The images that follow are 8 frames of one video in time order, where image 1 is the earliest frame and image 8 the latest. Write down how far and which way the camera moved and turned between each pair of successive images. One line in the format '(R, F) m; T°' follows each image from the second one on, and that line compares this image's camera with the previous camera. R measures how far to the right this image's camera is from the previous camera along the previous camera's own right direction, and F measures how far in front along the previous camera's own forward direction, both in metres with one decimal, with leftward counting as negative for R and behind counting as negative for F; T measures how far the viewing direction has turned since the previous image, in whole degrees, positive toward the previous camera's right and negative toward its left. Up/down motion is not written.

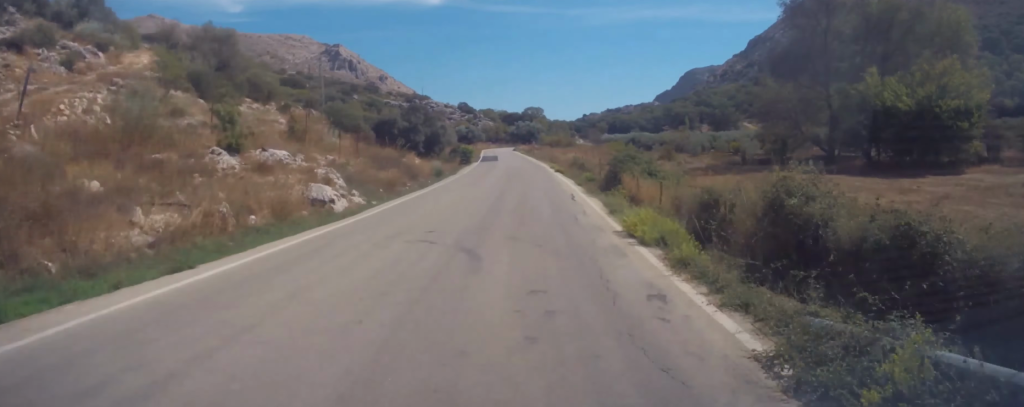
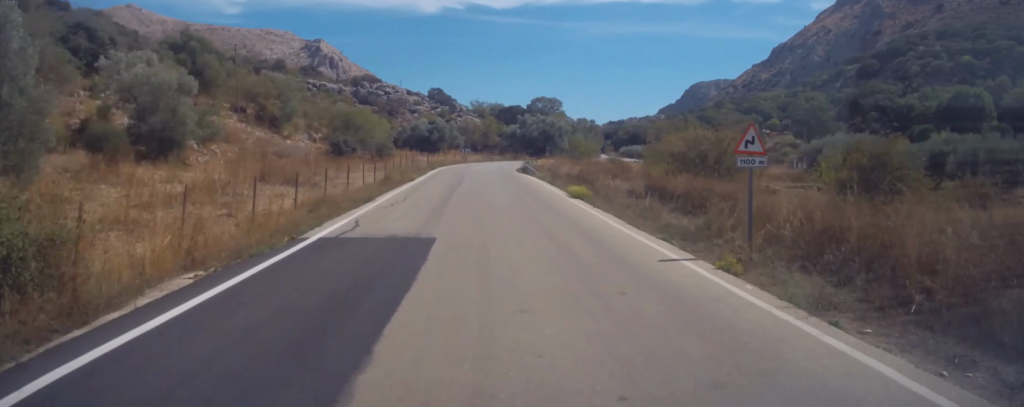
(-0.5, +84.6) m; +5°
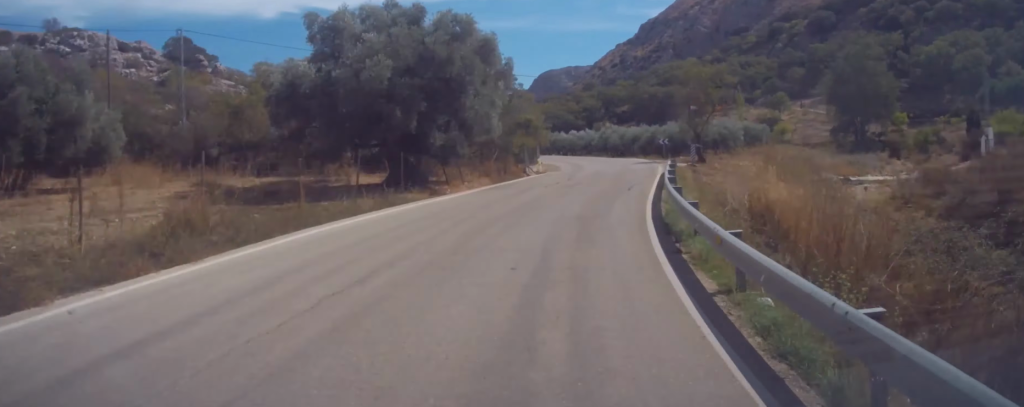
(+9.0, +74.8) m; +3°
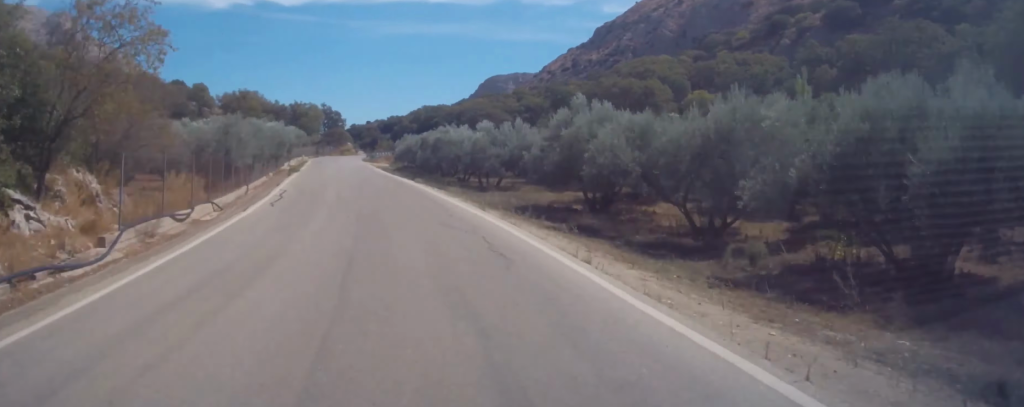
(+5.6, +63.4) m; +2°
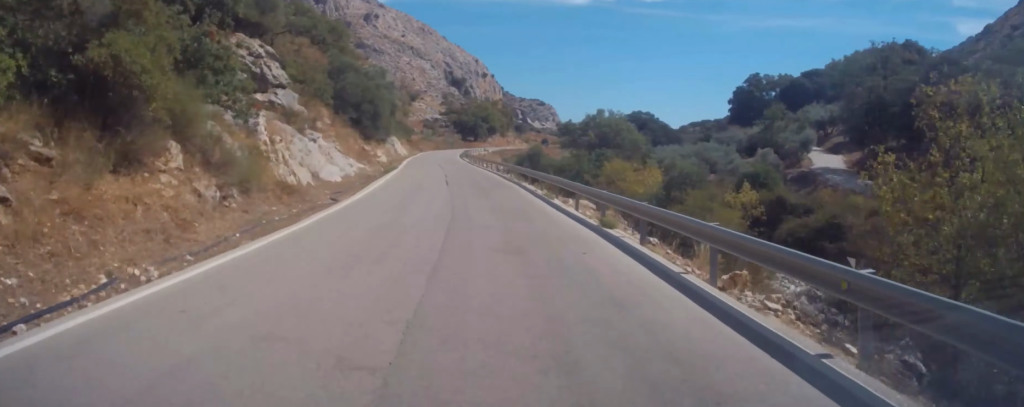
(-53.6, +221.1) m; -18°
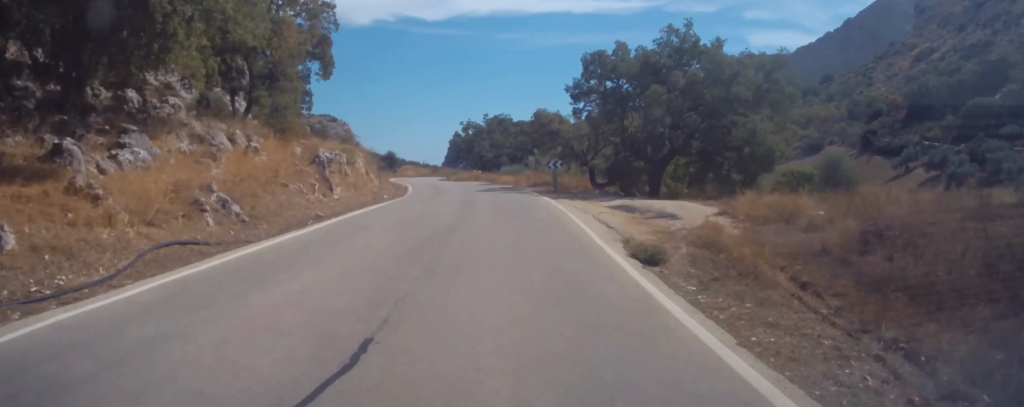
(+7.7, +178.7) m; +10°
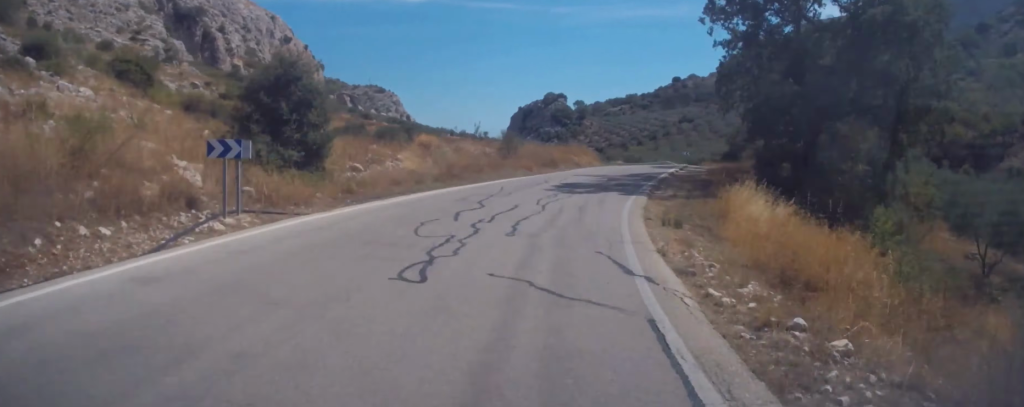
(+9.3, +101.5) m; +2°
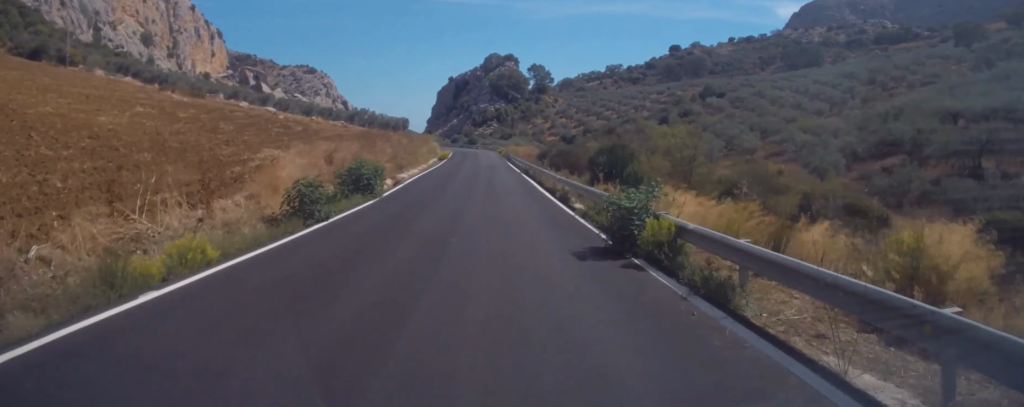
(-1.1, +156.8) m; -9°
